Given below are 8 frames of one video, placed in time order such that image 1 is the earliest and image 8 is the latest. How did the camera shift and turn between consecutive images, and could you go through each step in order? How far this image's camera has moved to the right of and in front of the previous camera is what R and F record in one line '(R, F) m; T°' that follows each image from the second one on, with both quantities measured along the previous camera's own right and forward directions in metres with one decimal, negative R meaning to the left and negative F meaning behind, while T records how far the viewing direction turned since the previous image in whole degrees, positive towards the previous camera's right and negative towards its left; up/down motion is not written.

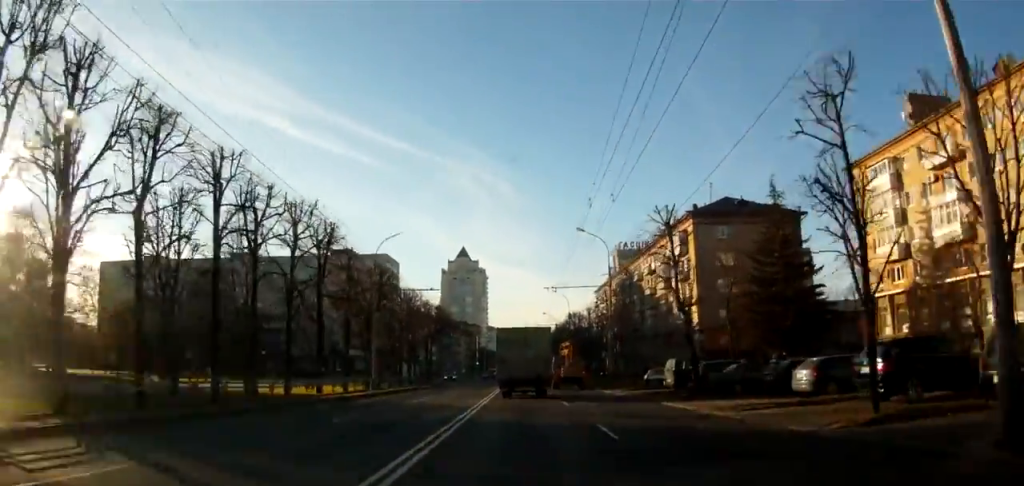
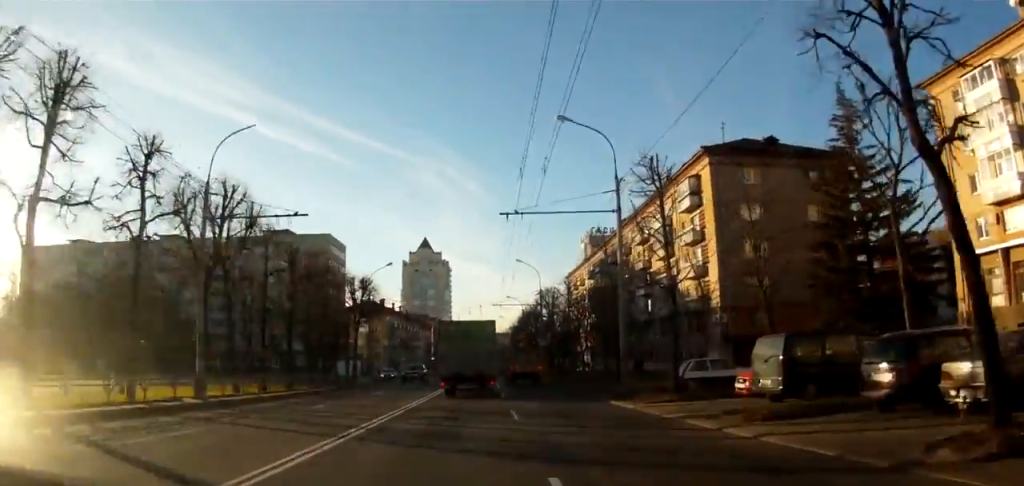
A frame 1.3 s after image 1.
(-1.0, +17.5) m; -4°
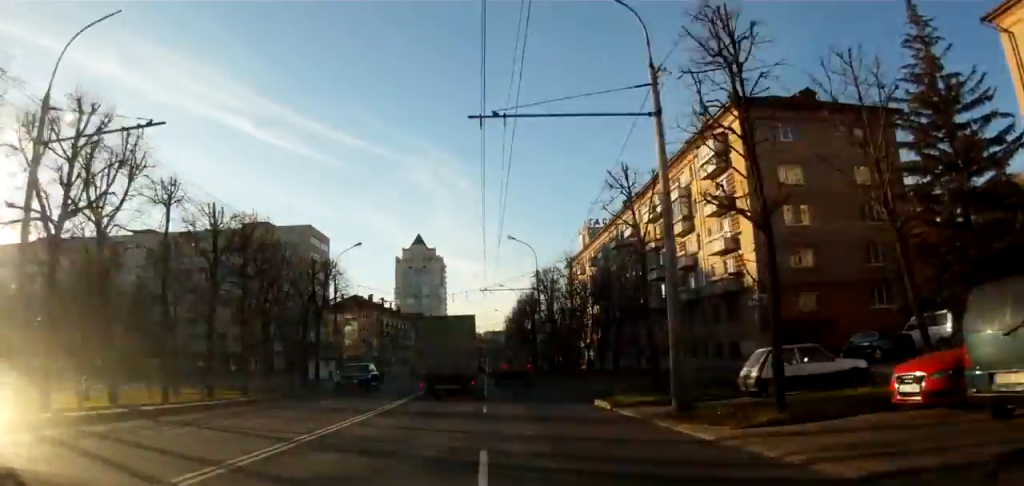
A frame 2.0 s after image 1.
(-0.4, +8.7) m; +1°
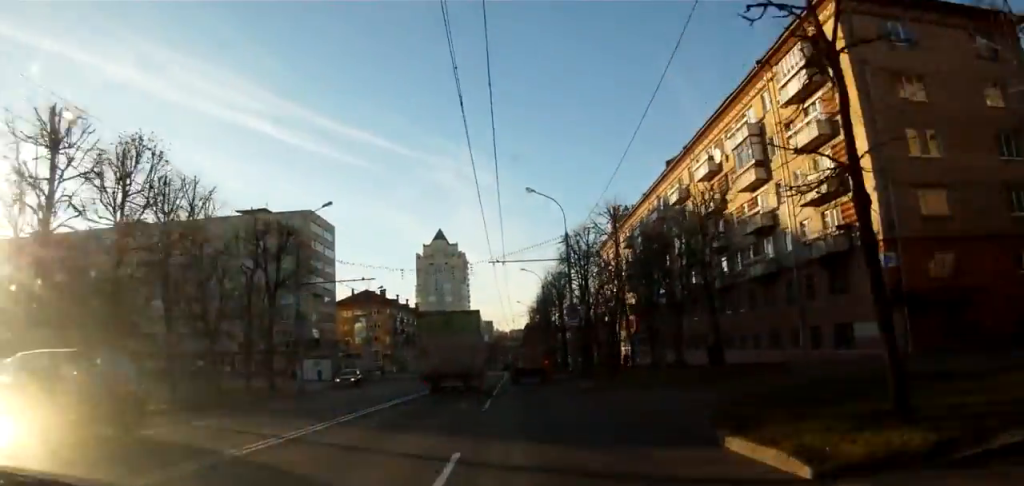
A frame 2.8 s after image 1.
(+0.9, +12.3) m; +4°
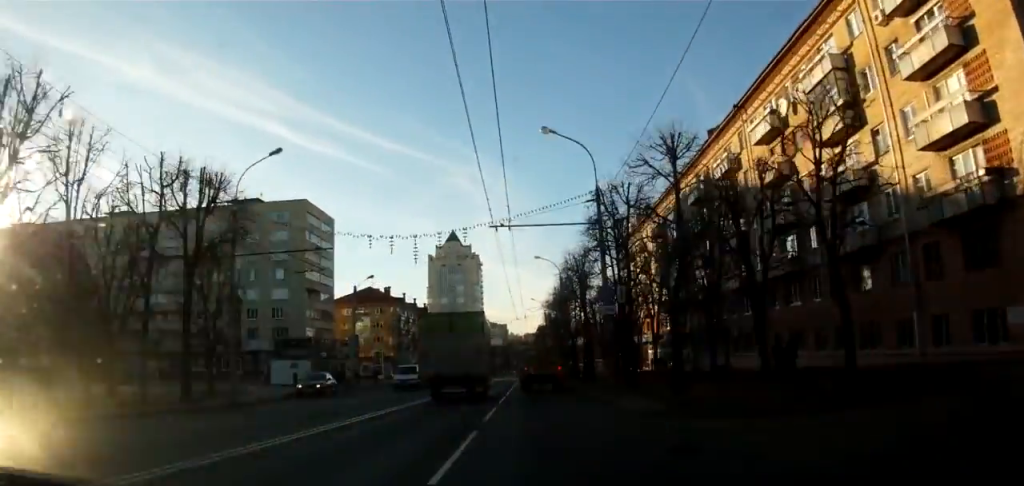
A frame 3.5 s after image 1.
(+0.1, +9.7) m; 0°
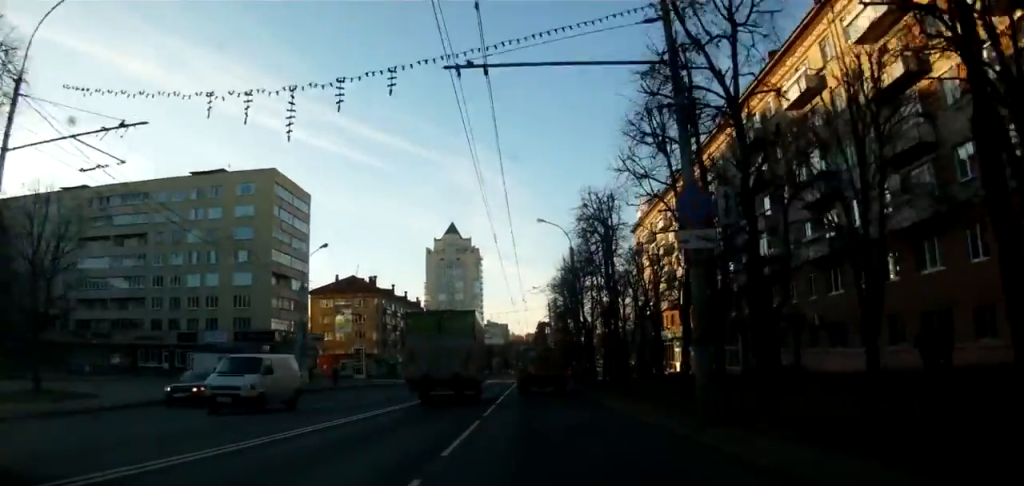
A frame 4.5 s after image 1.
(0.0, +13.7) m; 0°
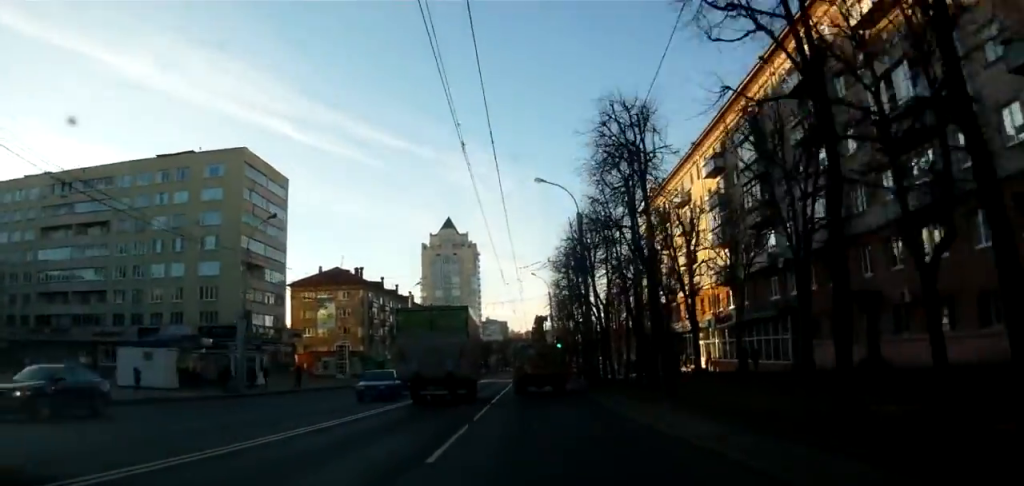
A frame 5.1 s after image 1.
(0.0, +9.1) m; +1°
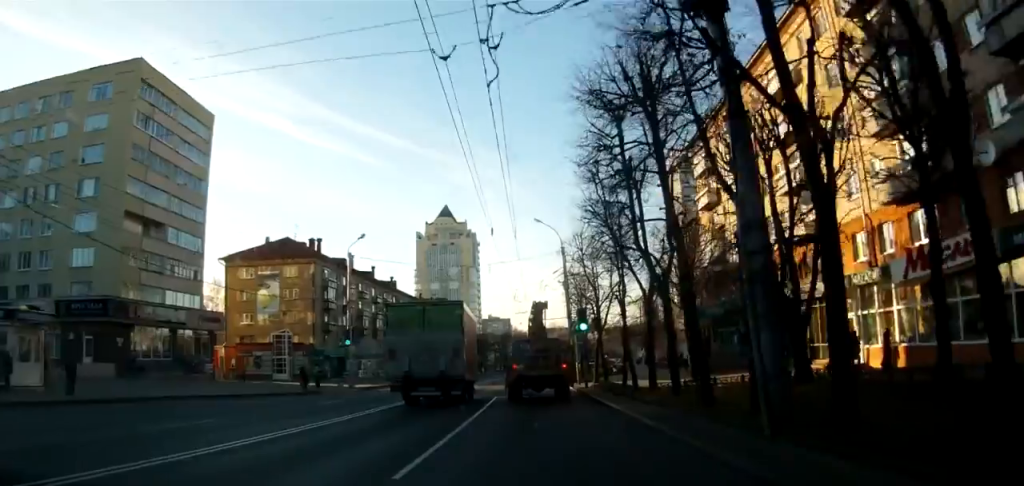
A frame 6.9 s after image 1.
(+0.9, +25.1) m; +2°
